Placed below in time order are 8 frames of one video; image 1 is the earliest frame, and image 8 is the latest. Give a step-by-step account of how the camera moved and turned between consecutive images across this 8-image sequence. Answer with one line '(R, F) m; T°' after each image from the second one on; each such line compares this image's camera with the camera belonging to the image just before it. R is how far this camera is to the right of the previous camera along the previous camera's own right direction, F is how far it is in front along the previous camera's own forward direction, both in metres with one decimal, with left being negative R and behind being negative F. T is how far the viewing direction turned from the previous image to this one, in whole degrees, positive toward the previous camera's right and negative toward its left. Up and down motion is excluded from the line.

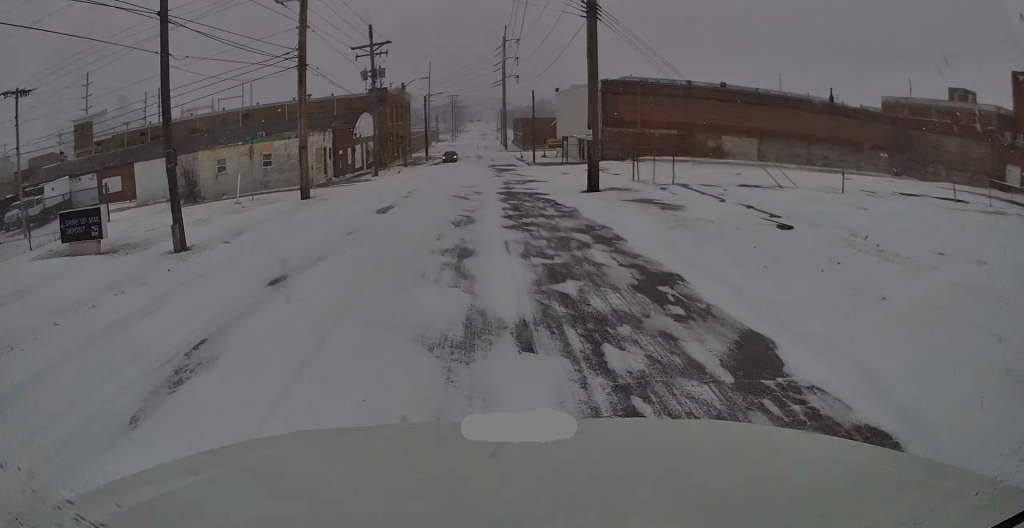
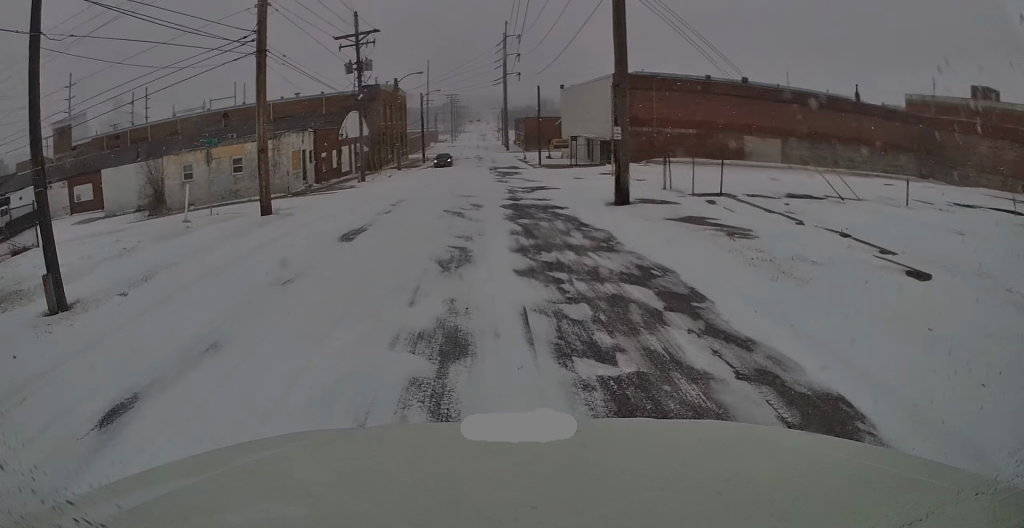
(0.0, +5.6) m; 0°
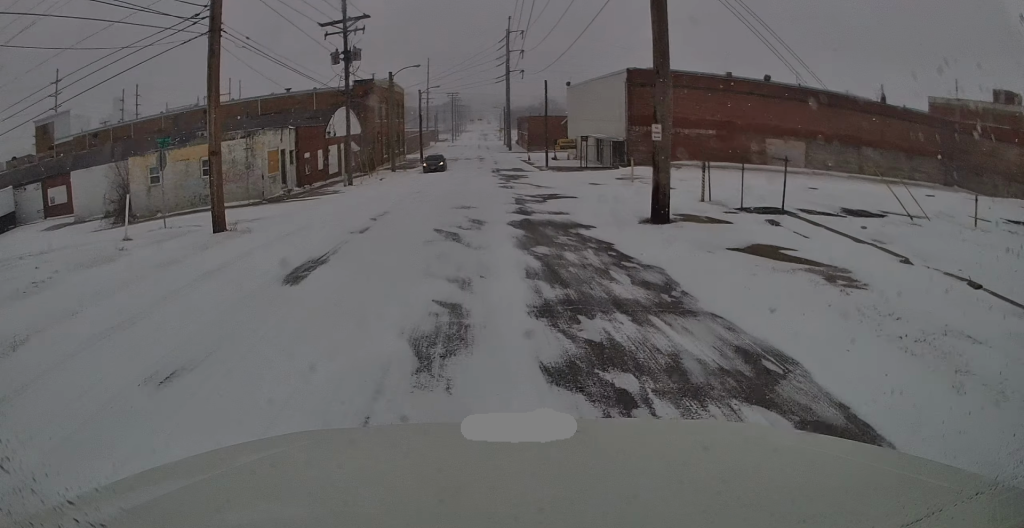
(0.0, +5.2) m; +2°
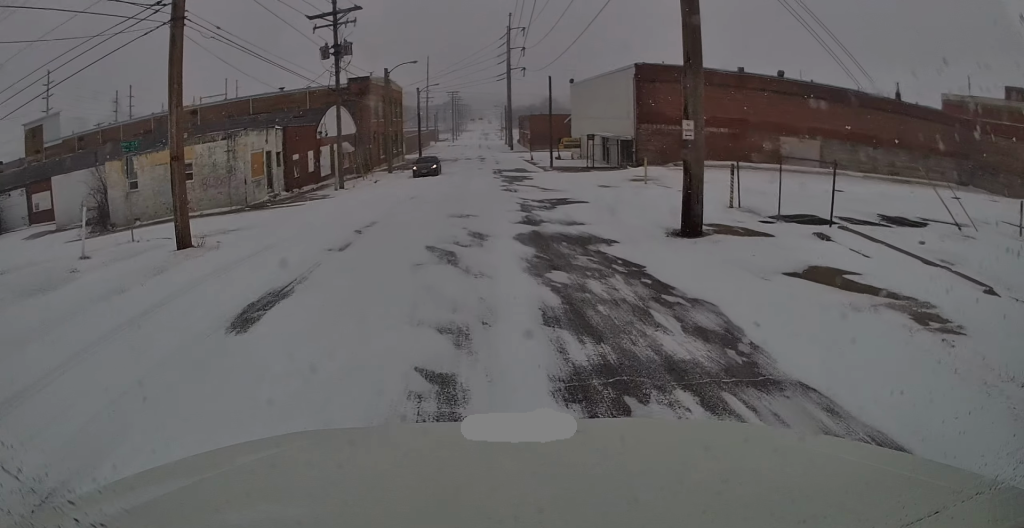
(-0.1, +3.3) m; +3°
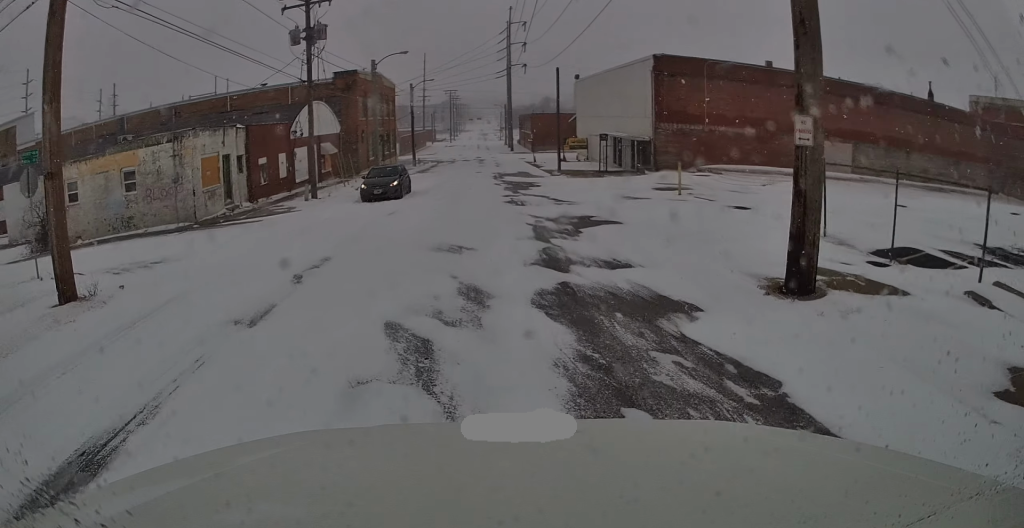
(+0.4, +5.9) m; -1°
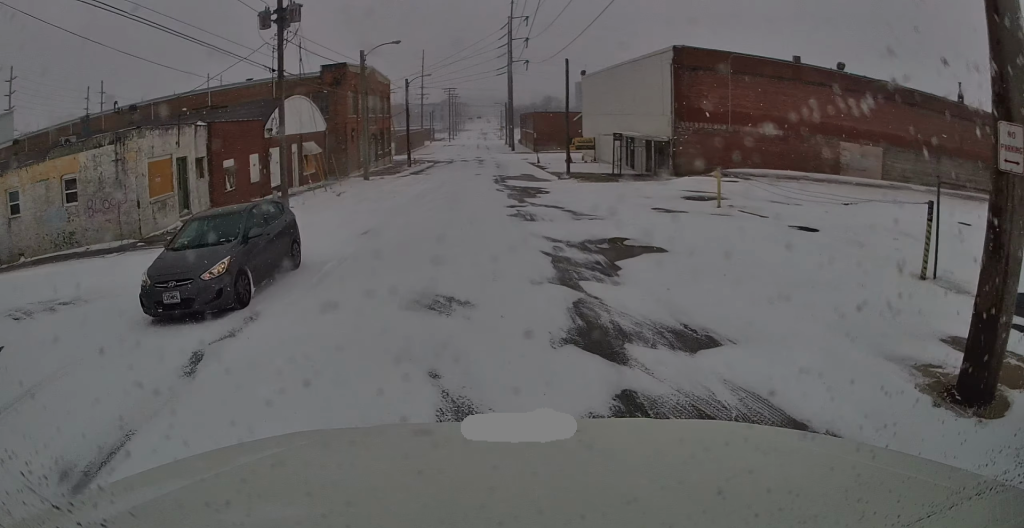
(-0.3, +4.7) m; -4°
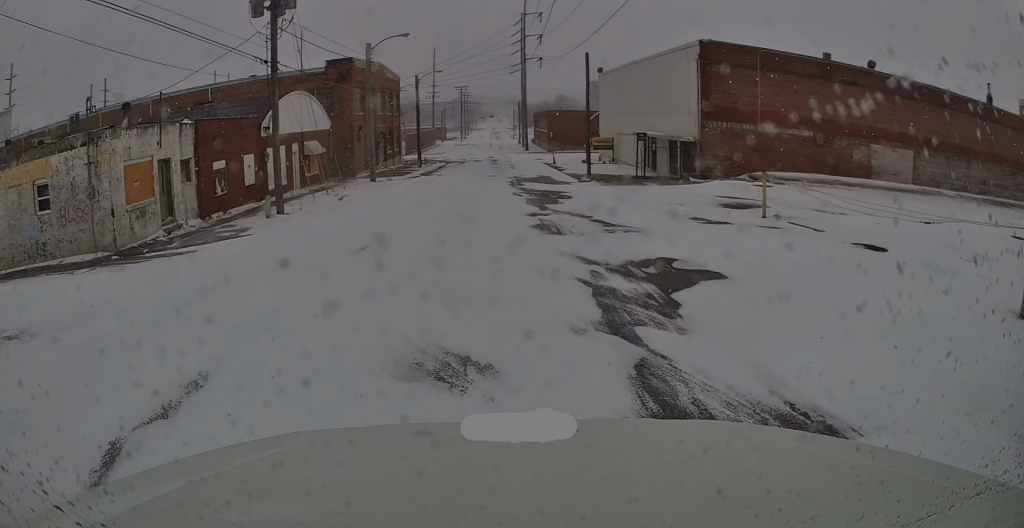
(0.0, +2.2) m; -1°
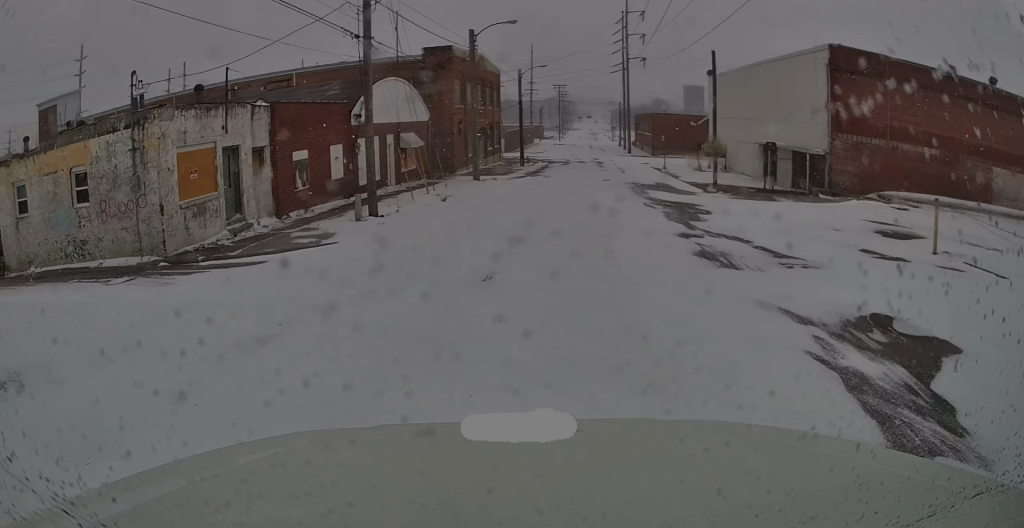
(-0.2, +2.8) m; -13°
